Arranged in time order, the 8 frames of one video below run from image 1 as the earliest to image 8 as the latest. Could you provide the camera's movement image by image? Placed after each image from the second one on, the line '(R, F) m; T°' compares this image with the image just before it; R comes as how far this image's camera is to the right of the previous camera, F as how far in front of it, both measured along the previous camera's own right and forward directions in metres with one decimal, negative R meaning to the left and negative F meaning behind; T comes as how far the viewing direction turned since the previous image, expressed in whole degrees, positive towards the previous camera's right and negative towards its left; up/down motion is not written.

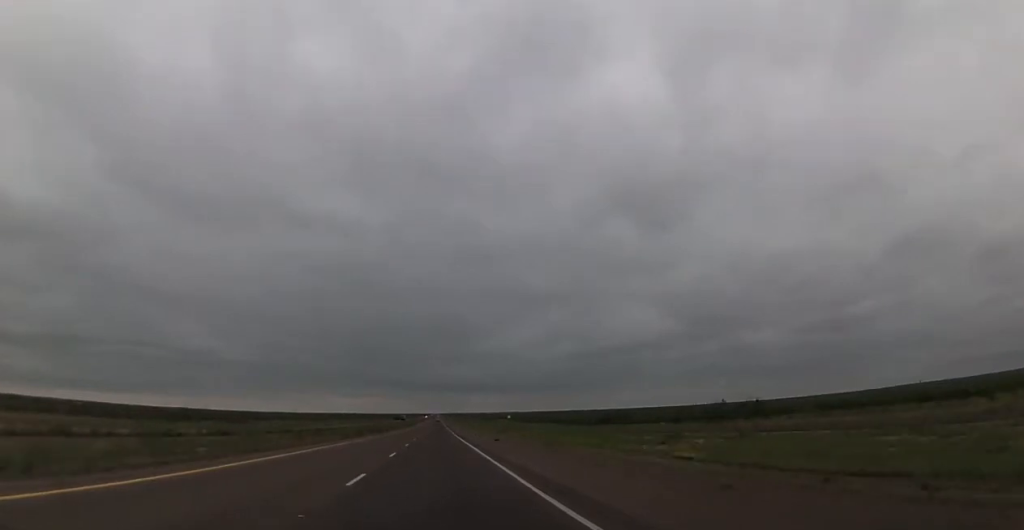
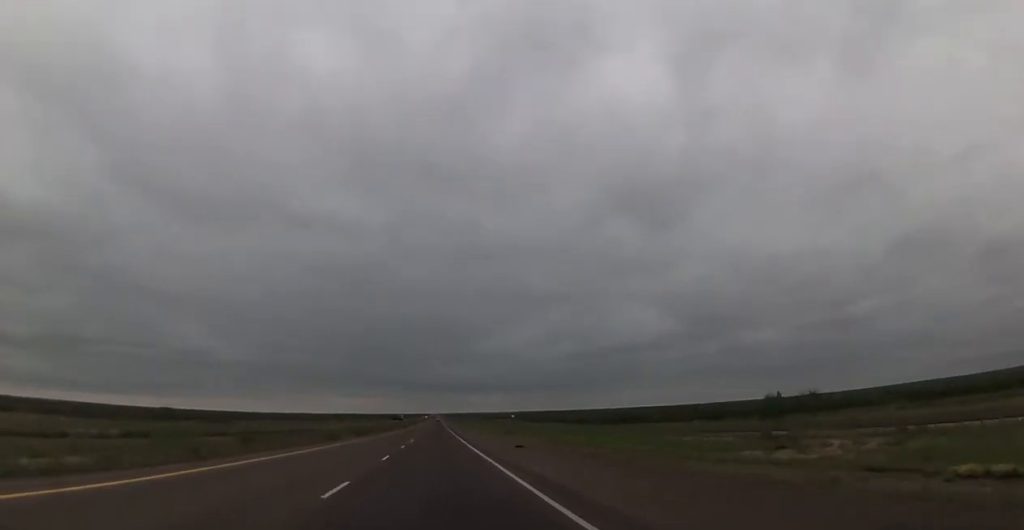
(+0.1, +14.7) m; 0°
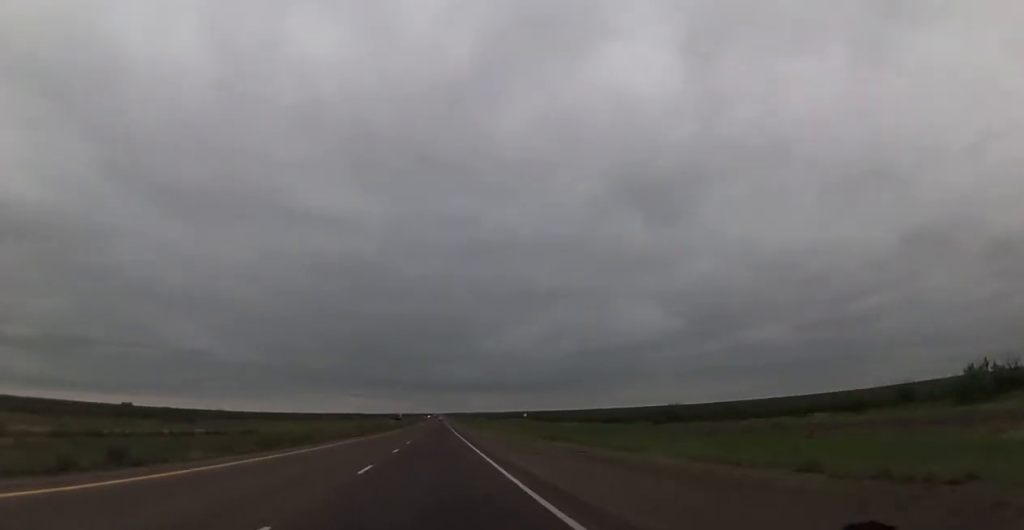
(0.0, +30.6) m; +1°
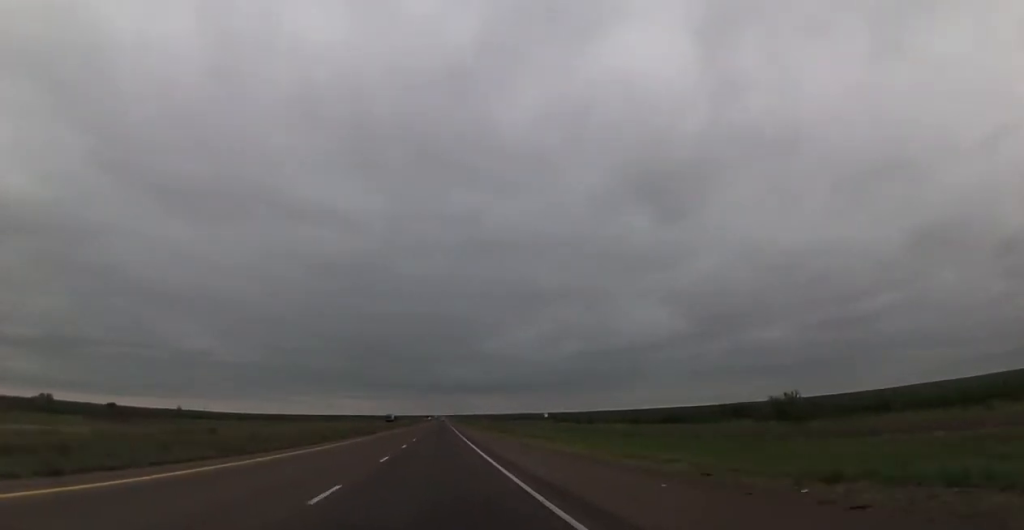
(+0.3, +42.8) m; -1°
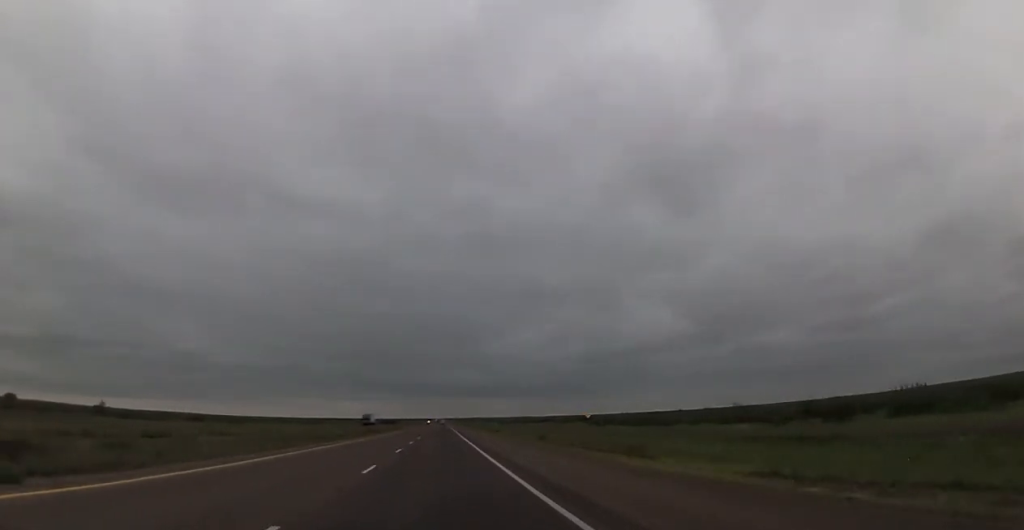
(-0.9, +53.7) m; 0°
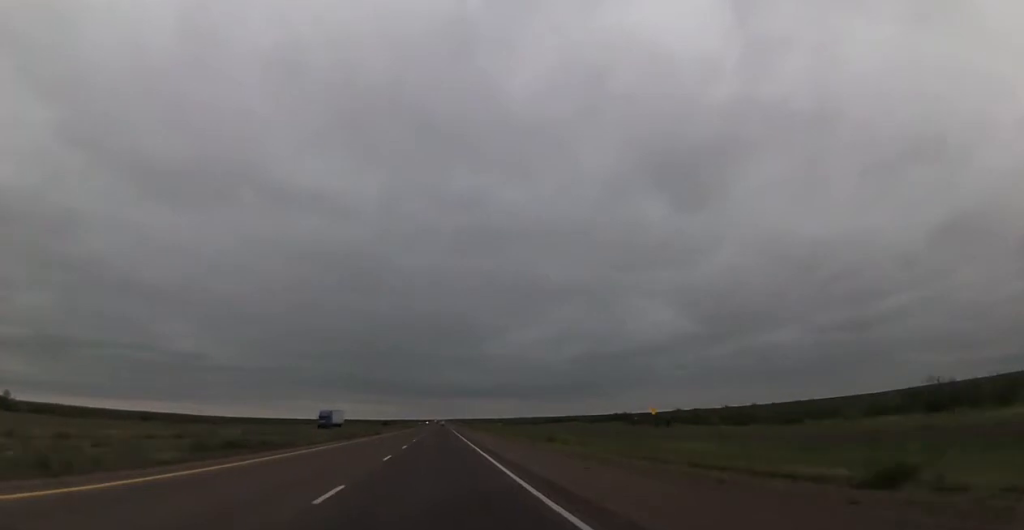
(+0.3, +42.7) m; 0°
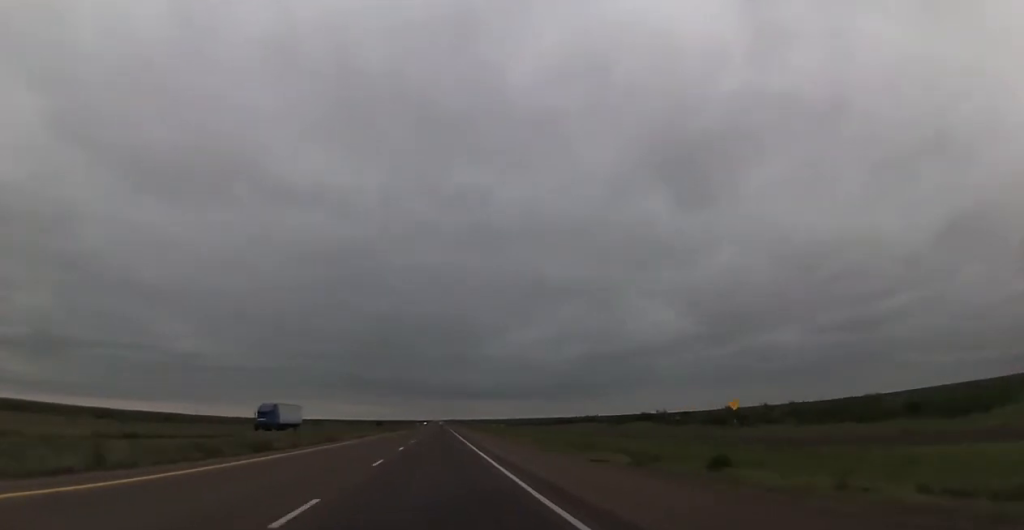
(0.0, +26.9) m; 0°
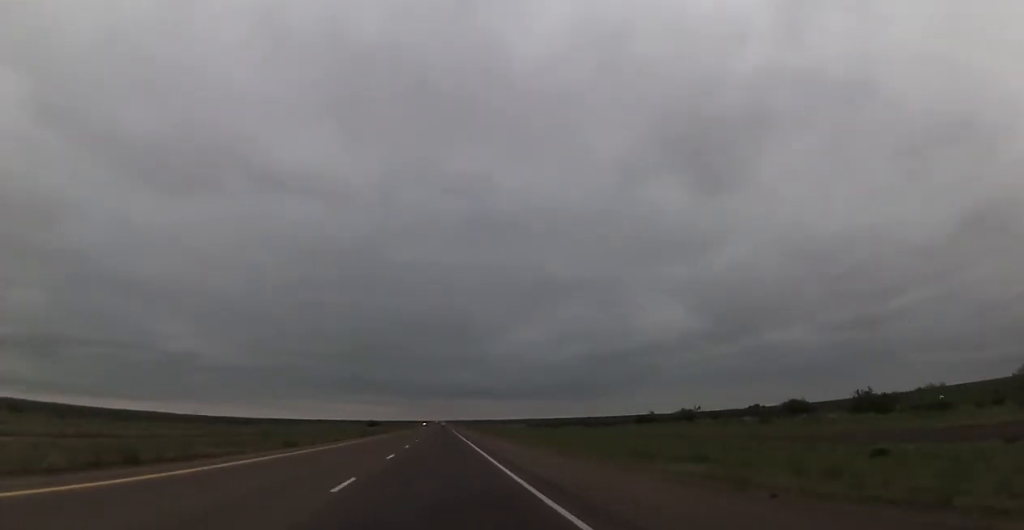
(-0.1, +68.2) m; 0°
